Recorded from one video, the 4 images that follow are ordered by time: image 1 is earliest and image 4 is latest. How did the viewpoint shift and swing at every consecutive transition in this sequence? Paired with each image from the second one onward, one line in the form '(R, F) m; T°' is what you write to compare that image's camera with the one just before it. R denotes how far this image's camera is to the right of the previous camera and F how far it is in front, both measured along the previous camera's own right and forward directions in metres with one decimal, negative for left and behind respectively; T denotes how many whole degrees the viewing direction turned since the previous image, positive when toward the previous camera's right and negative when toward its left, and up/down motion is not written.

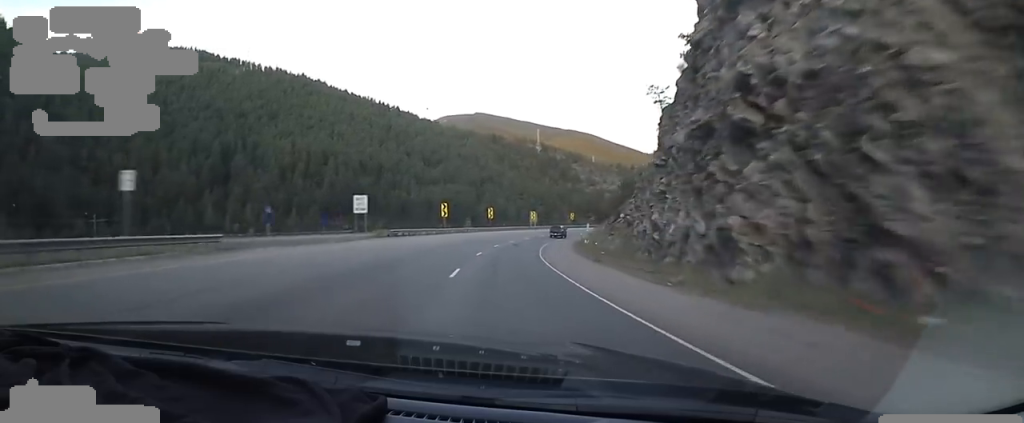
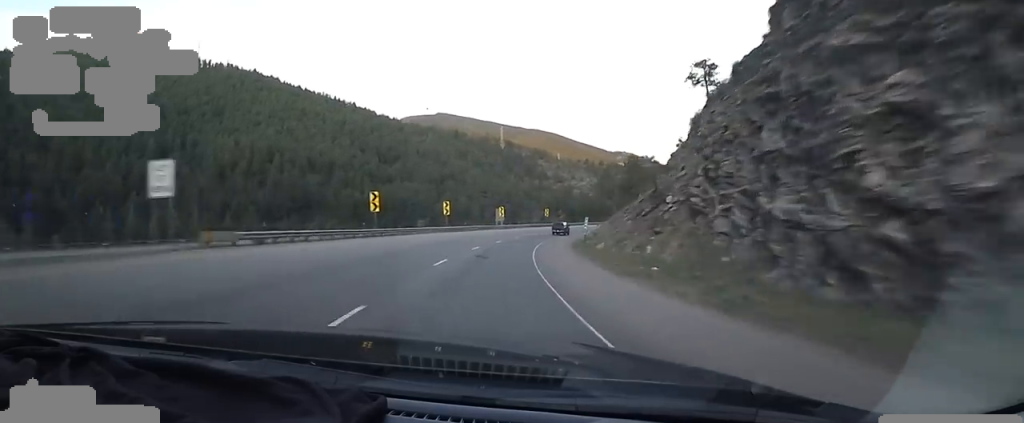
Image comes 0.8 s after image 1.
(+0.5, +21.8) m; +4°
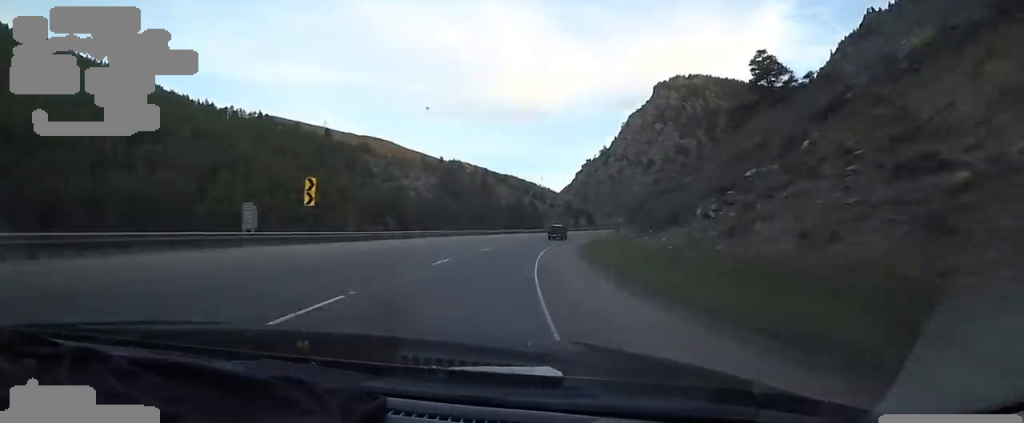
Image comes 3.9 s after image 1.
(+14.3, +80.2) m; +20°
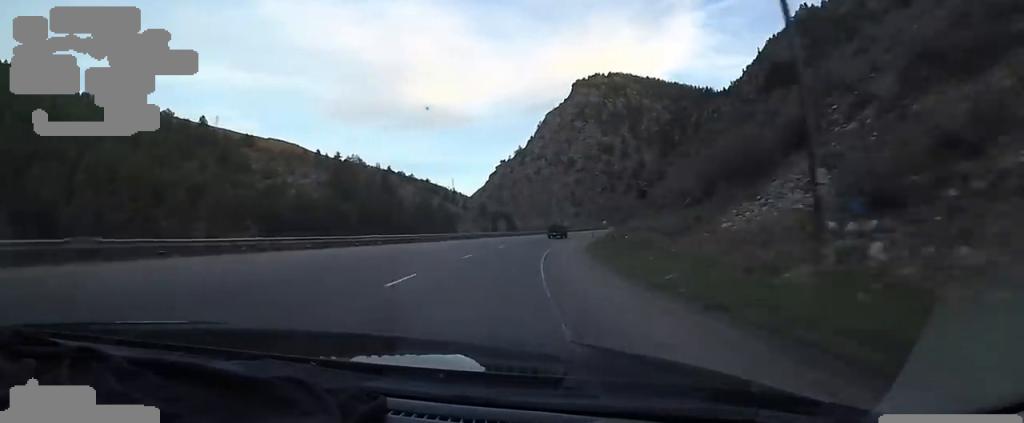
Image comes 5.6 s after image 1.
(+4.2, +42.6) m; +12°
